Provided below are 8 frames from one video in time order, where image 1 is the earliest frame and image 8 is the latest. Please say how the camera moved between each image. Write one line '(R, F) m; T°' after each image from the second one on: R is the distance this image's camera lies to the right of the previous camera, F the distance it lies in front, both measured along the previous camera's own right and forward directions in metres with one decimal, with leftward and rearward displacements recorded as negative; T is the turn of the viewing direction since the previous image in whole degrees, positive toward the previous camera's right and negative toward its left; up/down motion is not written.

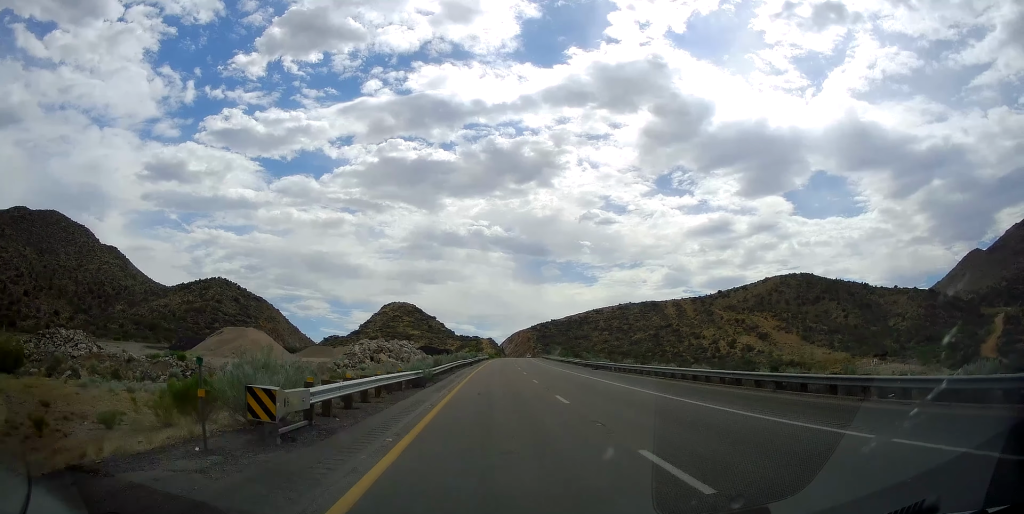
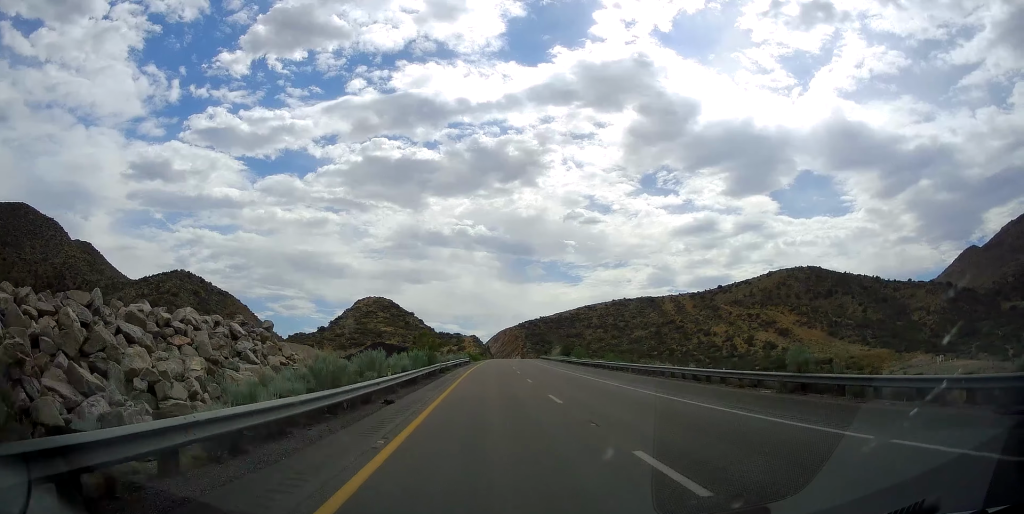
(+0.5, +48.6) m; +1°
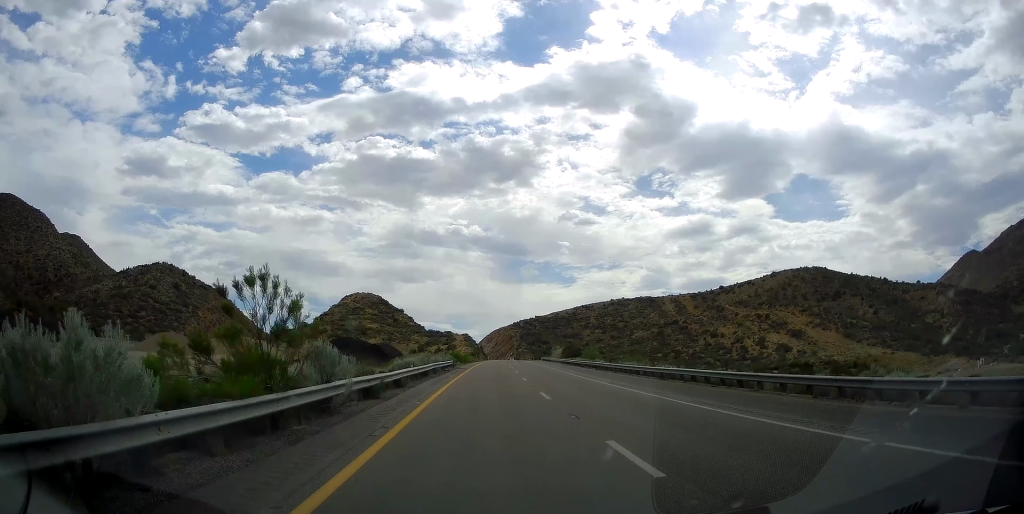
(+0.2, +23.1) m; +1°
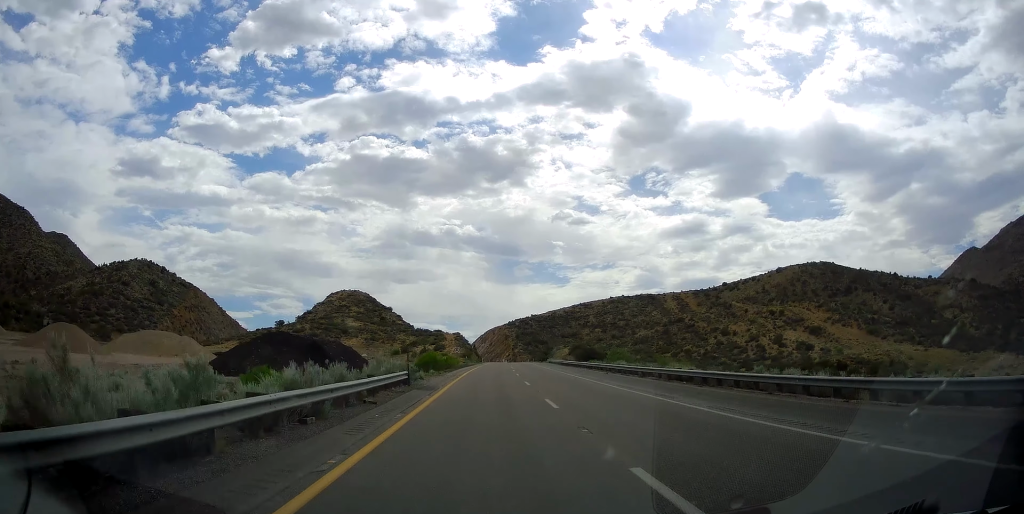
(+0.3, +26.6) m; +1°
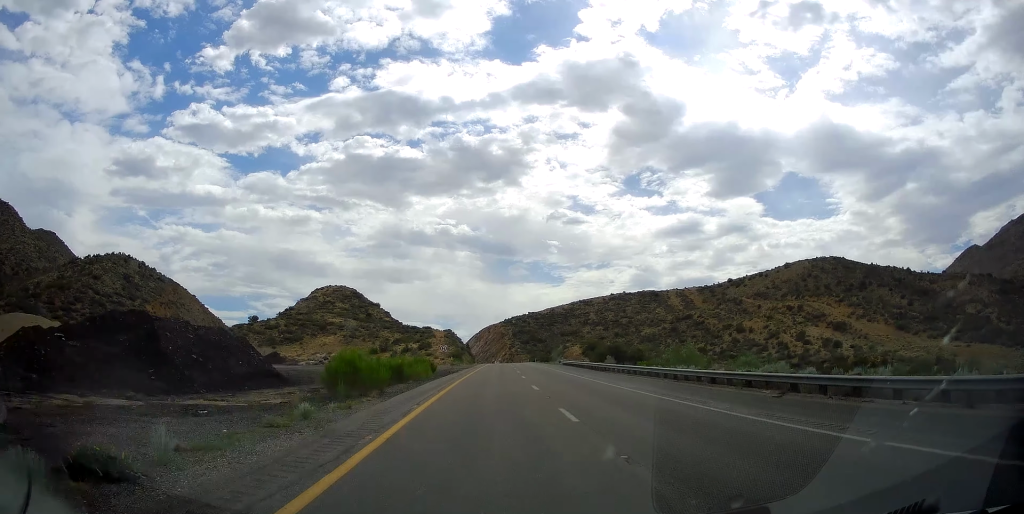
(+0.4, +27.7) m; +1°
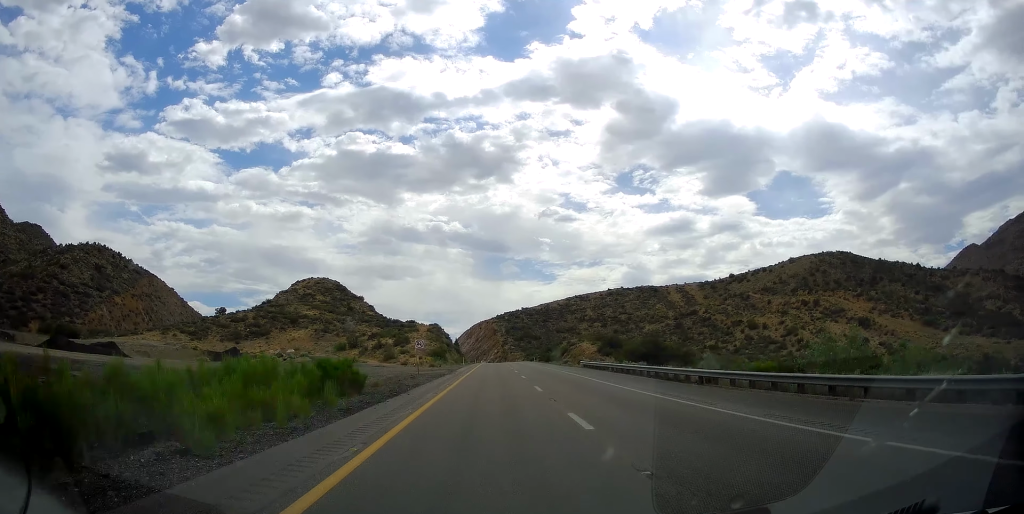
(-0.2, +25.4) m; 0°
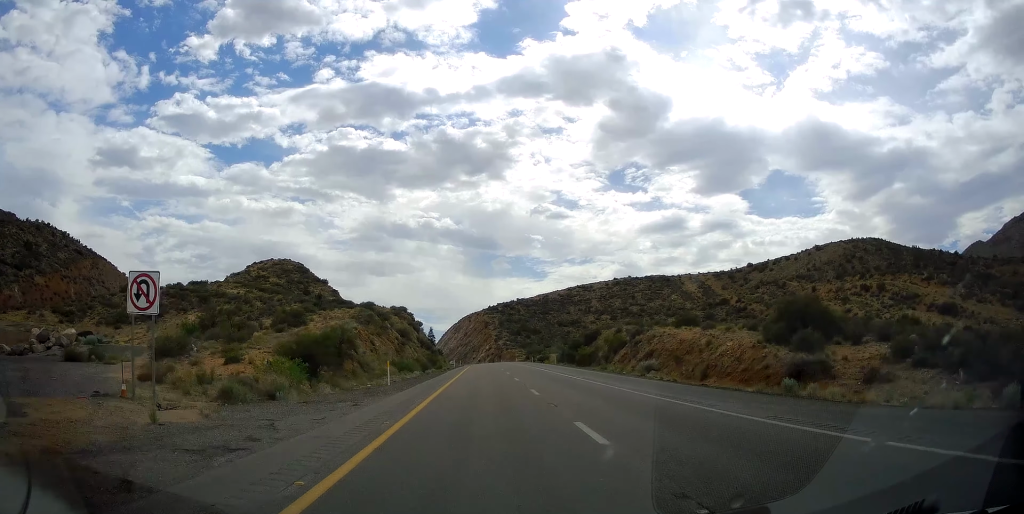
(+0.5, +62.5) m; +1°
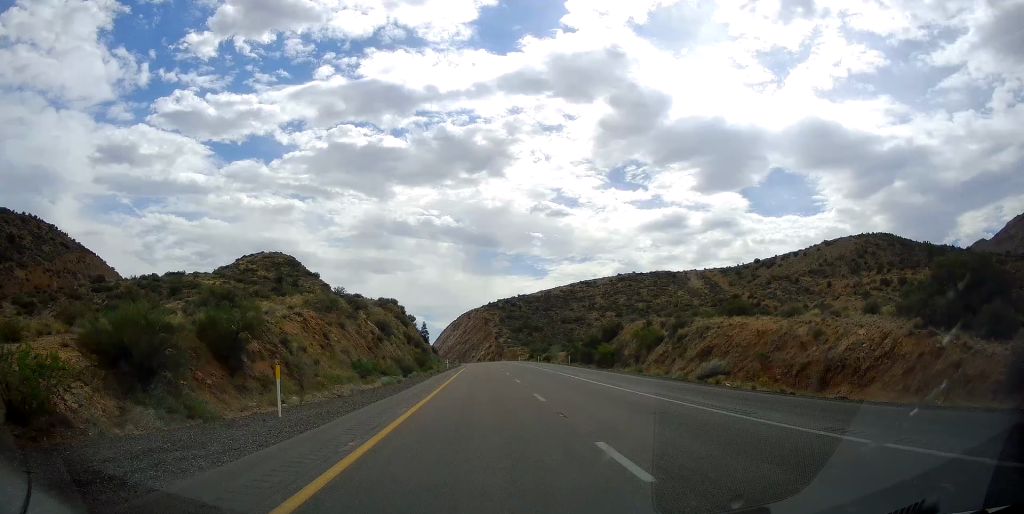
(-0.1, +15.1) m; 0°
